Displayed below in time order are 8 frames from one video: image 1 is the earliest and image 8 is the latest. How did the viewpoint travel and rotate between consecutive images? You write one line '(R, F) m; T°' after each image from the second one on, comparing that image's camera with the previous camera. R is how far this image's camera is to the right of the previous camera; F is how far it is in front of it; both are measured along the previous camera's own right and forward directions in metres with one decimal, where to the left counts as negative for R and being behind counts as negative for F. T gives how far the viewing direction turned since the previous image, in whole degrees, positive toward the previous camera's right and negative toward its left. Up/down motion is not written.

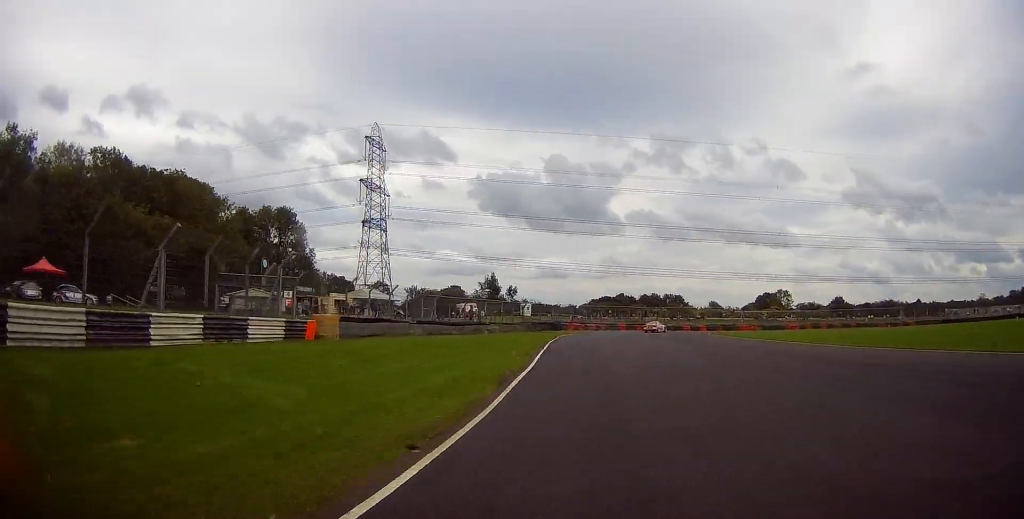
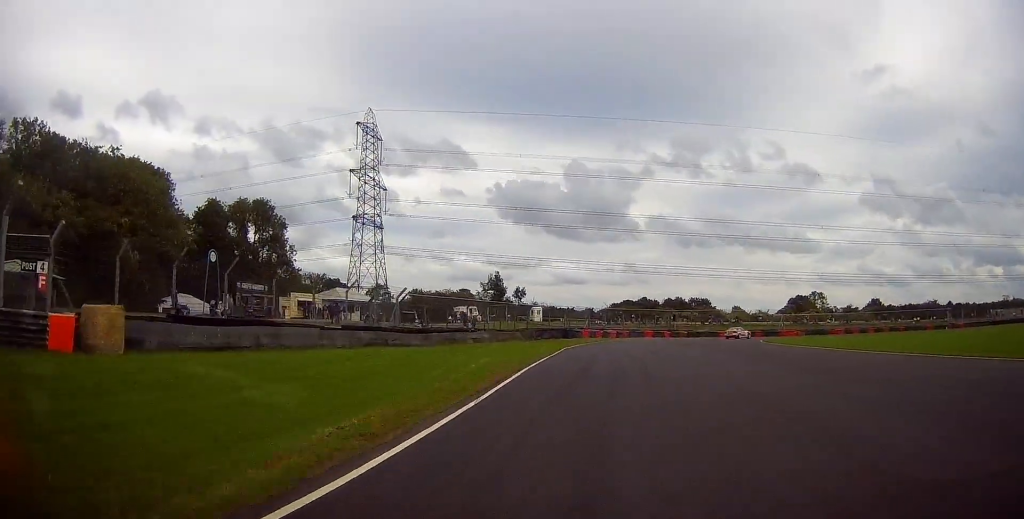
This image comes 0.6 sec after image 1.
(-0.4, +17.2) m; -2°
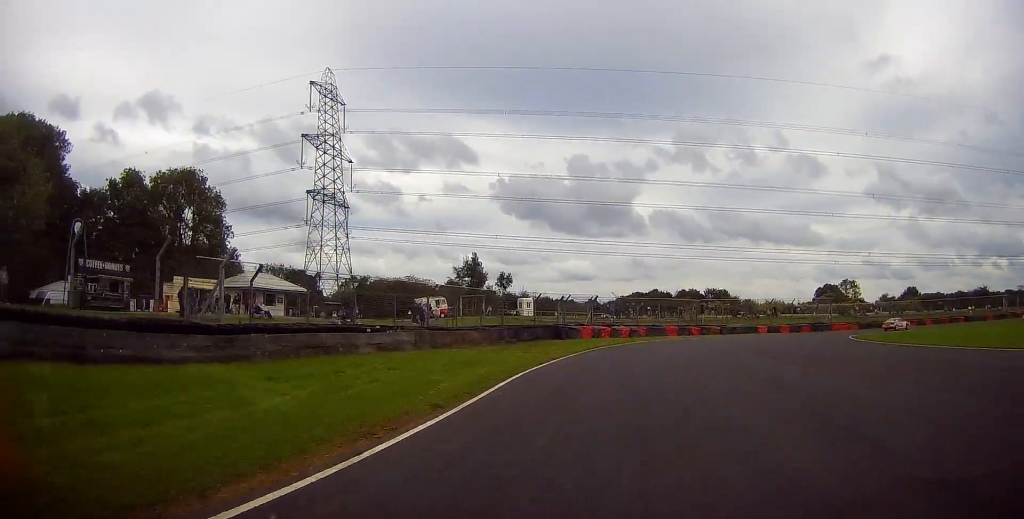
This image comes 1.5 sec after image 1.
(-0.8, +24.2) m; +1°
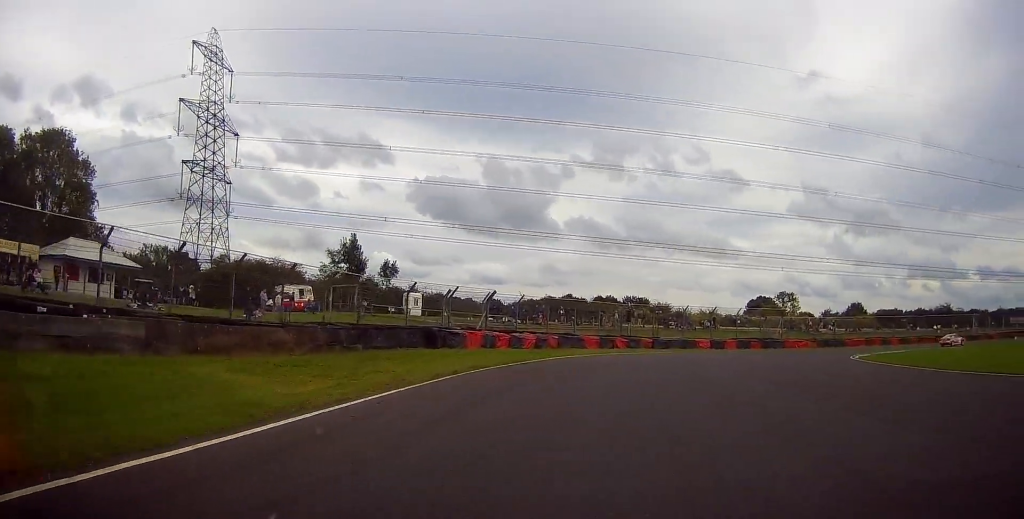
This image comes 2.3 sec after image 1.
(+0.5, +15.6) m; +6°
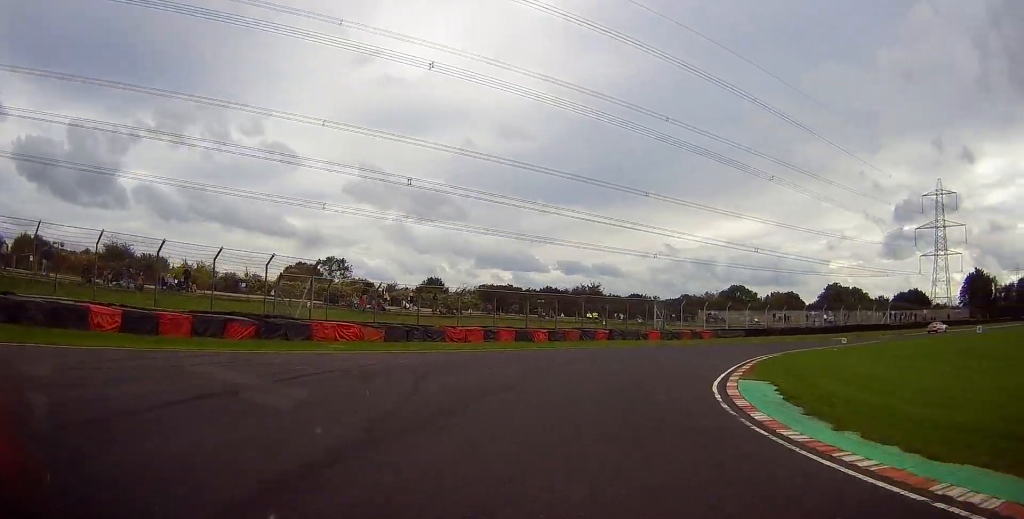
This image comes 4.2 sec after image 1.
(+10.9, +38.4) m; +36°
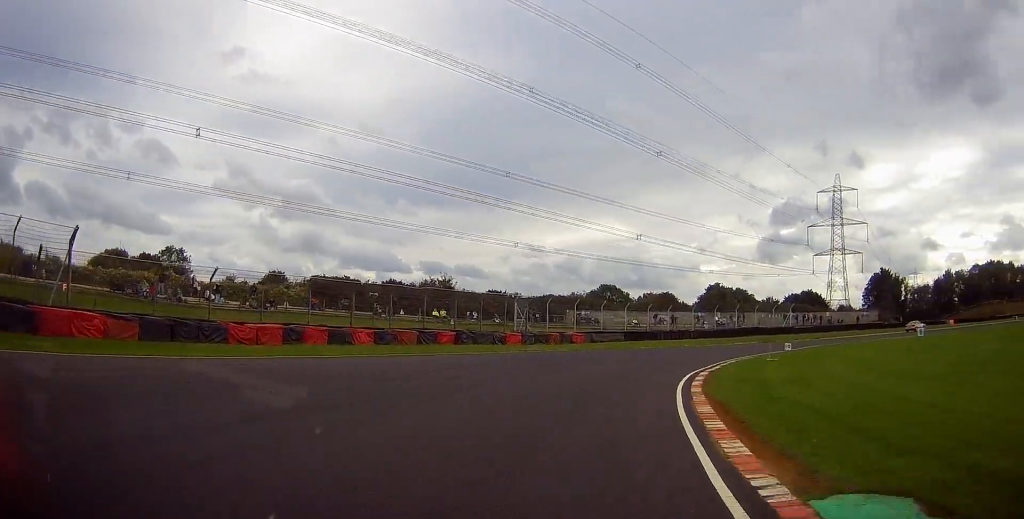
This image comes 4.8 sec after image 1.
(+1.4, +12.0) m; +10°
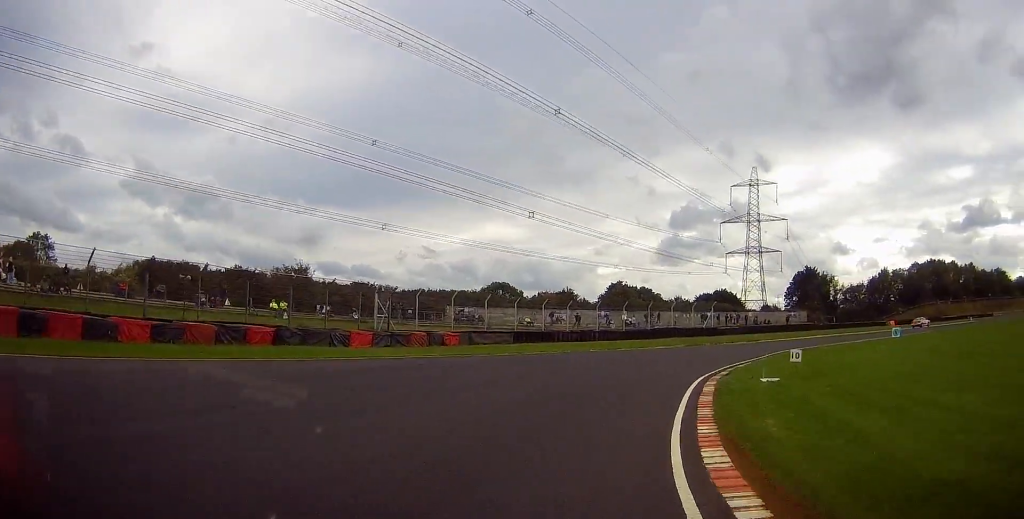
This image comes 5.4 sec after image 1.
(+0.6, +13.1) m; +10°
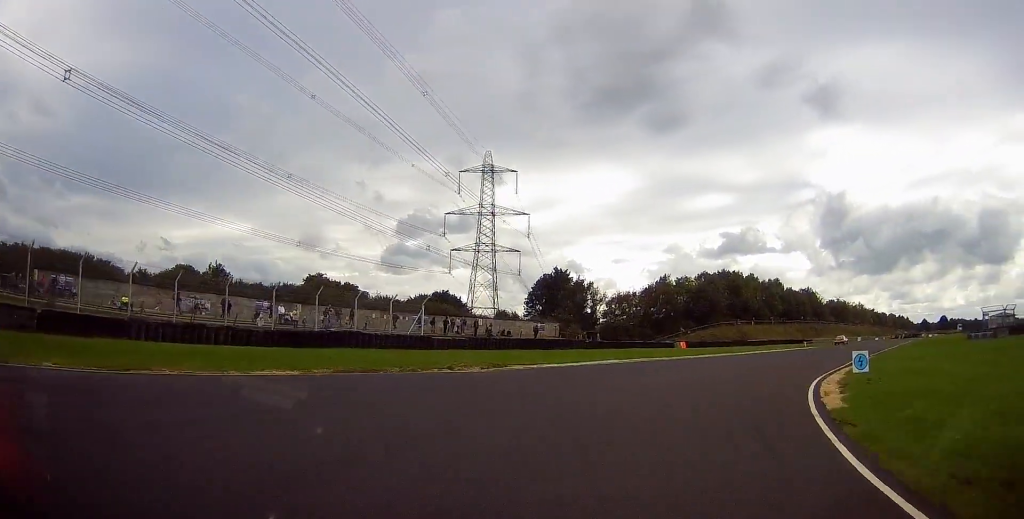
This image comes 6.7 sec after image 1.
(+6.2, +29.3) m; +23°
